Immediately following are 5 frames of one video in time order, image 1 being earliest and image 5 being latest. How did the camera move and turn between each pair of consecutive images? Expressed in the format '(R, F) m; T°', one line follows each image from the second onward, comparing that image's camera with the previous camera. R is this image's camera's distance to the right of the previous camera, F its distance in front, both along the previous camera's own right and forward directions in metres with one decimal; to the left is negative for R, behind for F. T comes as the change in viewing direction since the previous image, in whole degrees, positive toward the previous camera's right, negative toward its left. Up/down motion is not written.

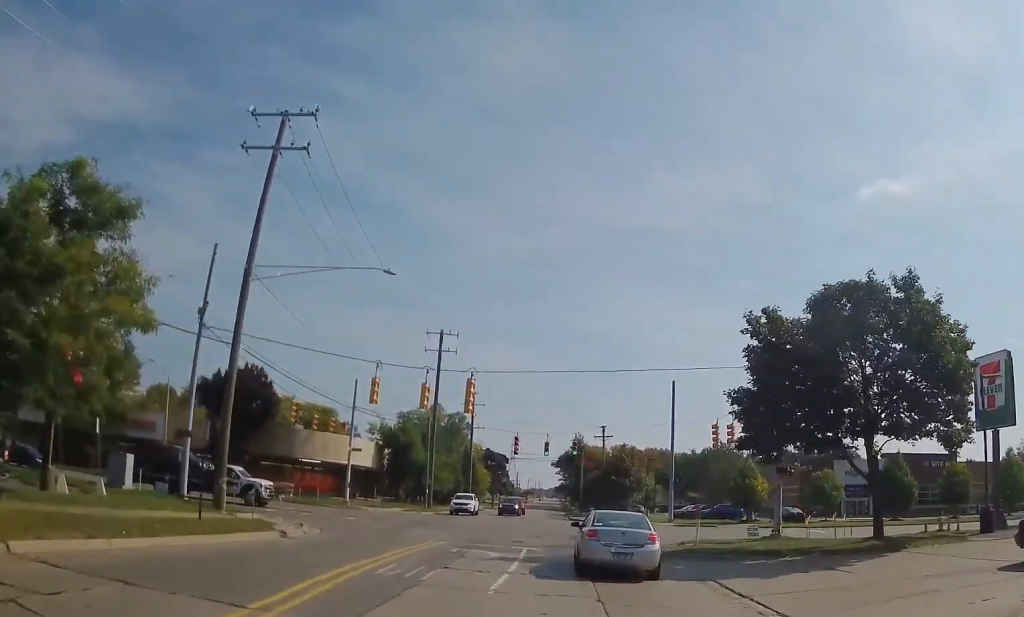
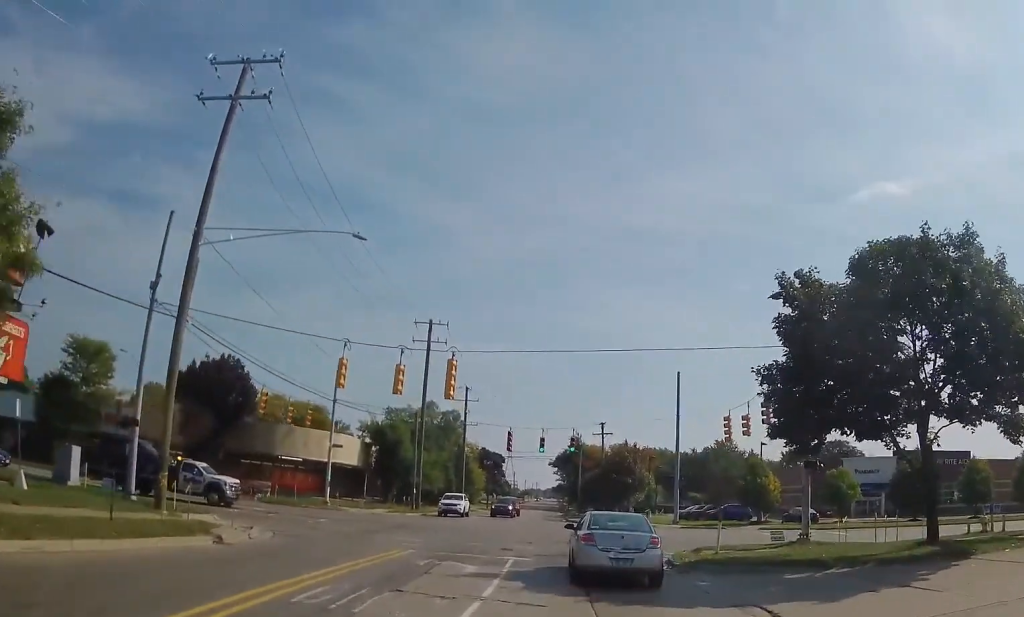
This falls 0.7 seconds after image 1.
(0.0, +4.3) m; 0°
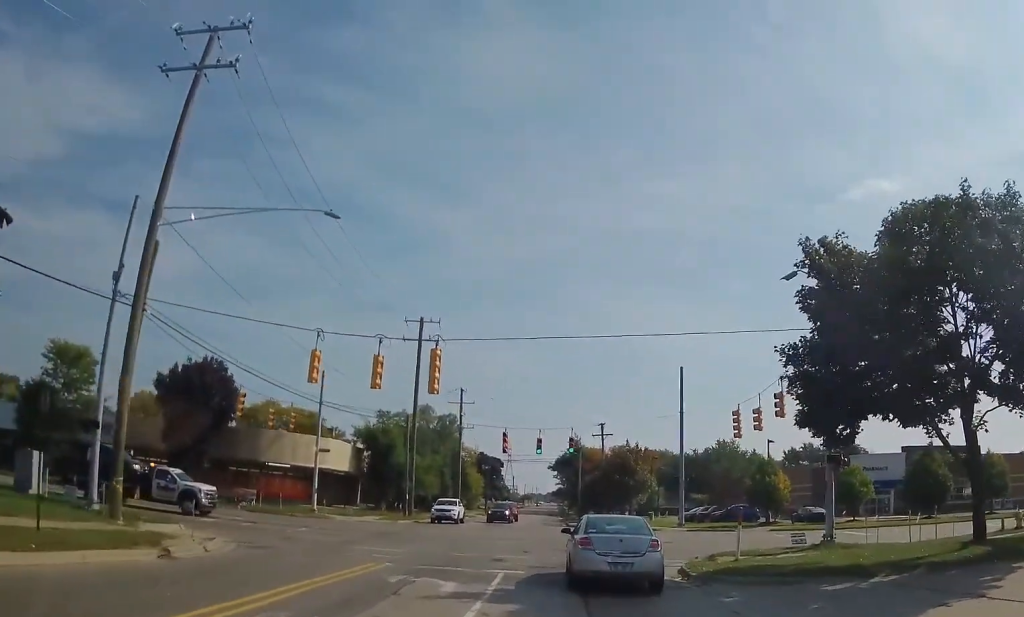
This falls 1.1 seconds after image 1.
(0.0, +2.7) m; 0°
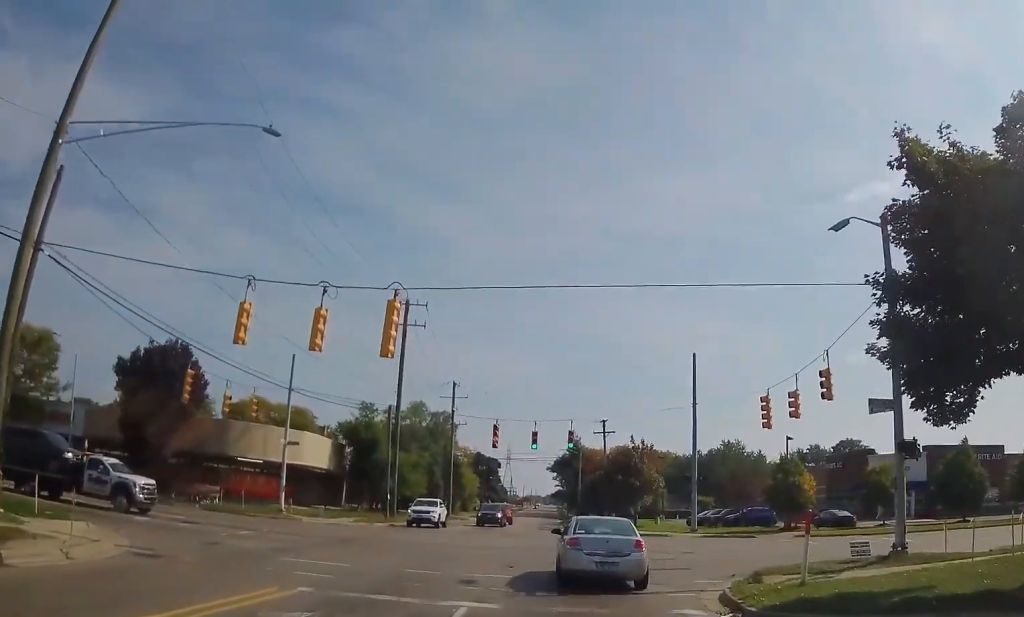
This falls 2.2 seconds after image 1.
(0.0, +5.8) m; +5°
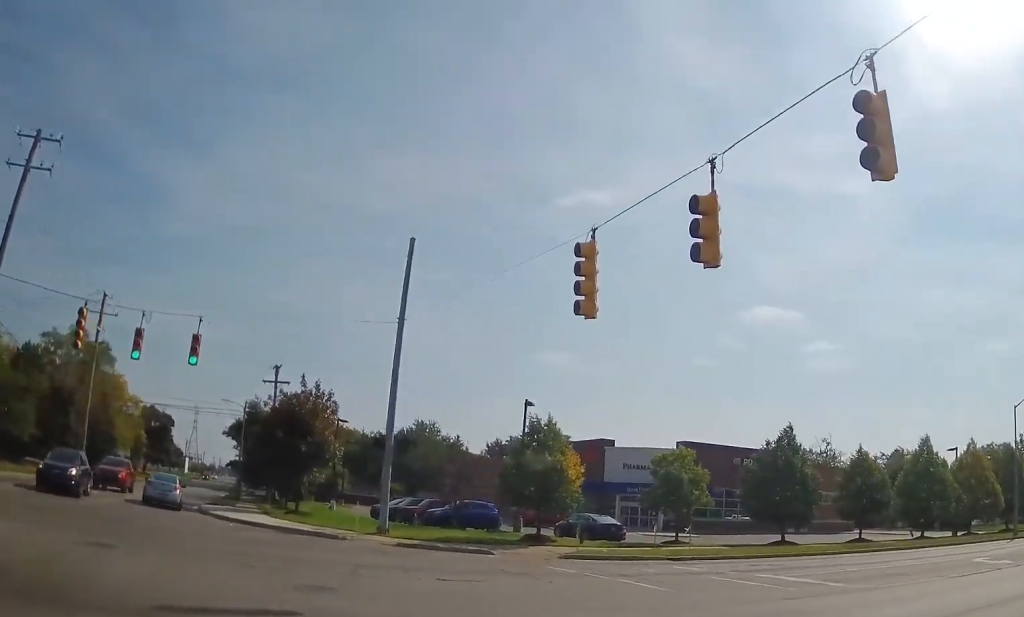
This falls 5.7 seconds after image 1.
(+1.5, +17.2) m; +26°
